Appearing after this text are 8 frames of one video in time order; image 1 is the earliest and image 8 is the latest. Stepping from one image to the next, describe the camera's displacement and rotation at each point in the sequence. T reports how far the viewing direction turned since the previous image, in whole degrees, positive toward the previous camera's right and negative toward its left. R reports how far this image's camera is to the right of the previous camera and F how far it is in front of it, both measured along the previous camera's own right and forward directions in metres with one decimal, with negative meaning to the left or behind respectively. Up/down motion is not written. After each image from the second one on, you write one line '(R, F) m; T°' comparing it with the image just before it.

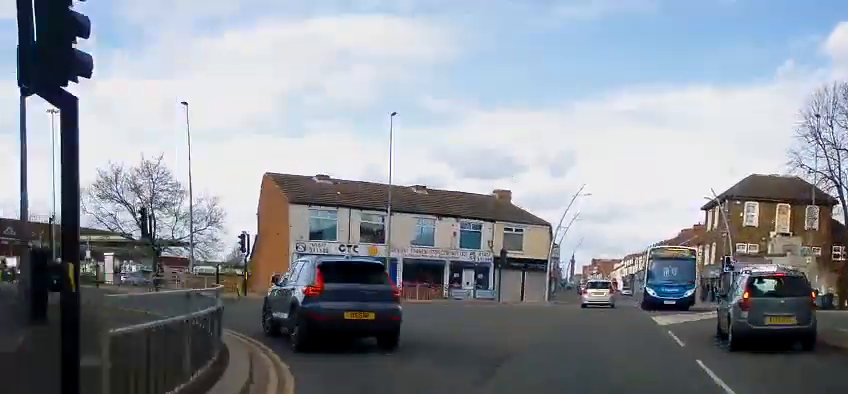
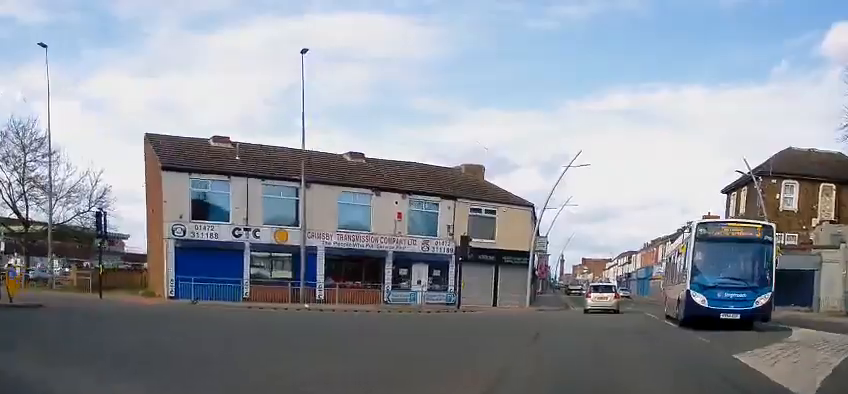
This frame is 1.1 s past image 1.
(0.0, +12.5) m; +2°
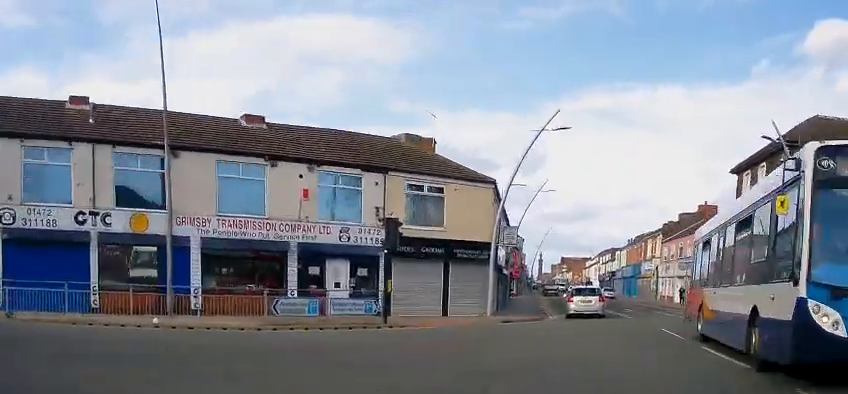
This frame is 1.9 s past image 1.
(+0.3, +9.3) m; +1°
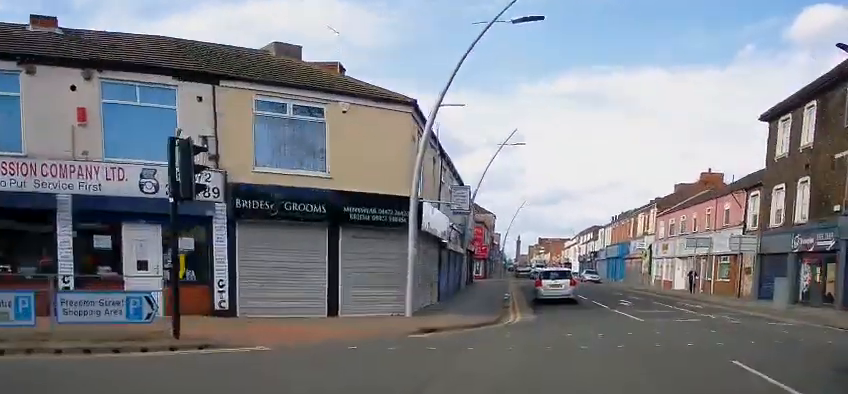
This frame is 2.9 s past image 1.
(+0.1, +11.0) m; -1°
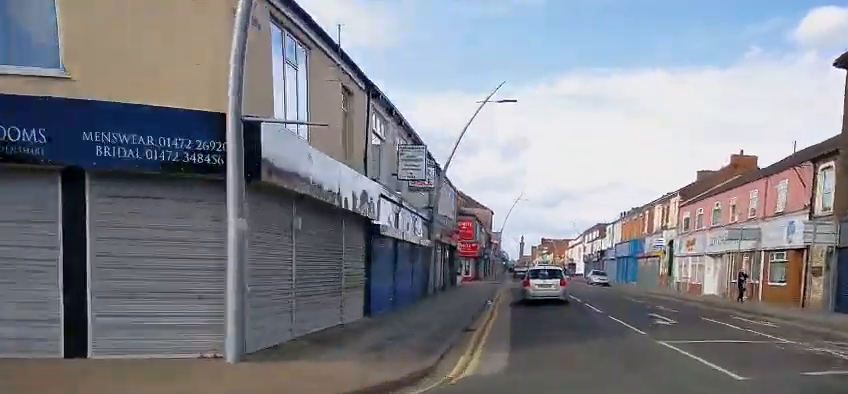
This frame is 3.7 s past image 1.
(-0.1, +9.8) m; -1°
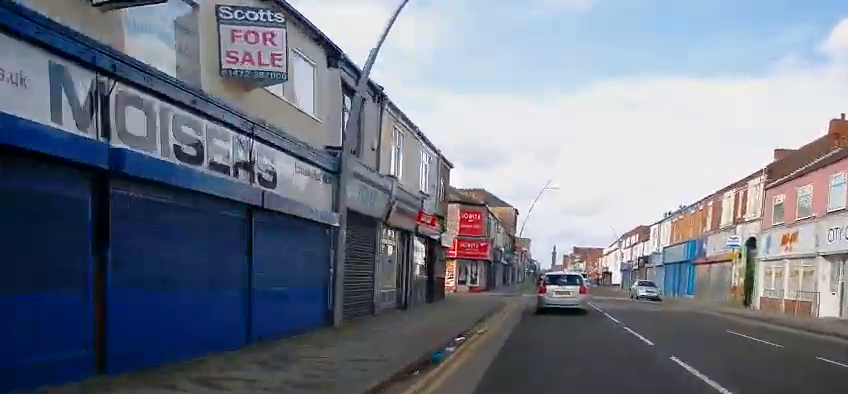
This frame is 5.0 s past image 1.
(-0.2, +14.4) m; -1°
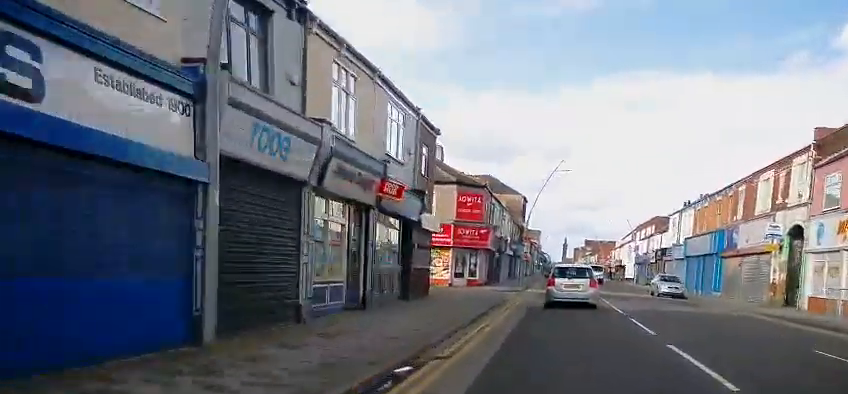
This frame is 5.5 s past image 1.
(0.0, +5.4) m; 0°
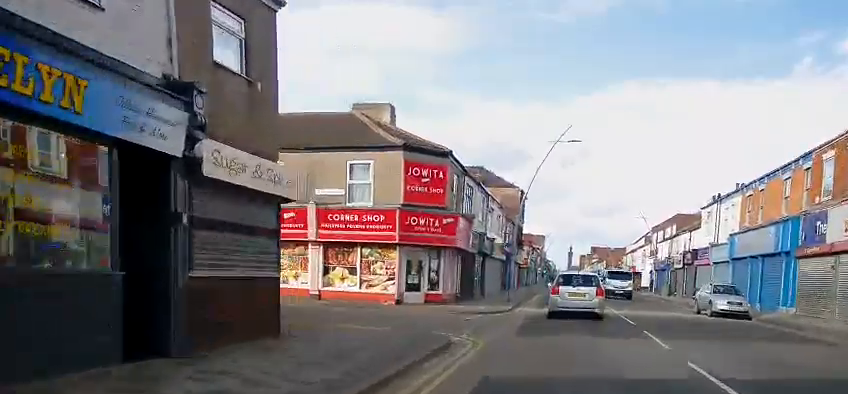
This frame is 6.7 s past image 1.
(0.0, +12.6) m; 0°
